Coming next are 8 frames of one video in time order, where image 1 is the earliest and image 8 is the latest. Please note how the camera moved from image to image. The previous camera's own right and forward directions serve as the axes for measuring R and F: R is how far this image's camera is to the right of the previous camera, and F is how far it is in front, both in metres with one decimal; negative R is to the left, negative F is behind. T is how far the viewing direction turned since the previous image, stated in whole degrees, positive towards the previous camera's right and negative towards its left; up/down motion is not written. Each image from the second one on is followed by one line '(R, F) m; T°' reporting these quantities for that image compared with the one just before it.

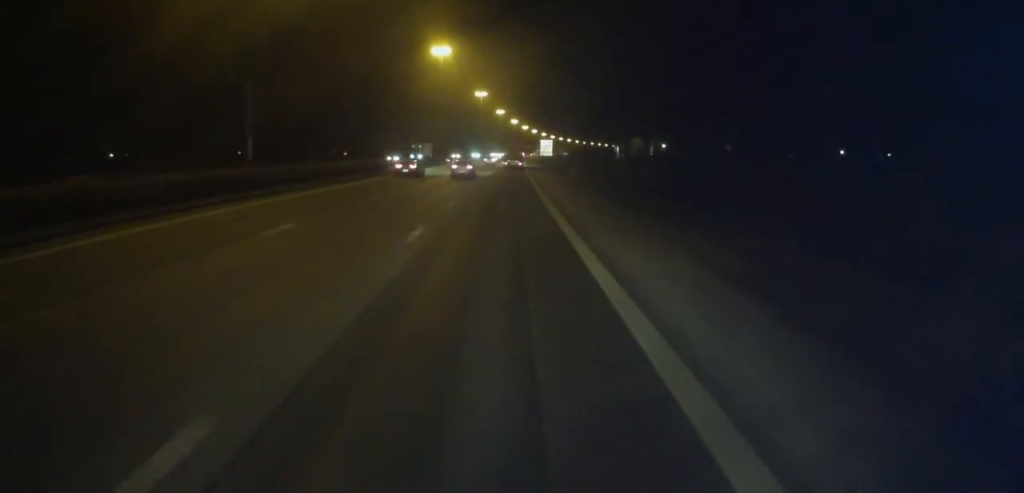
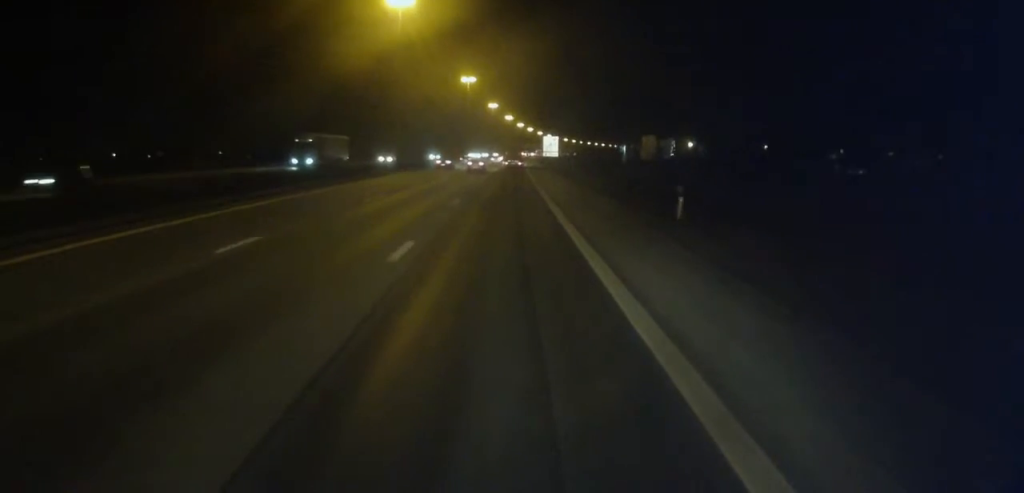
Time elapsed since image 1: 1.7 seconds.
(+0.1, +40.1) m; 0°
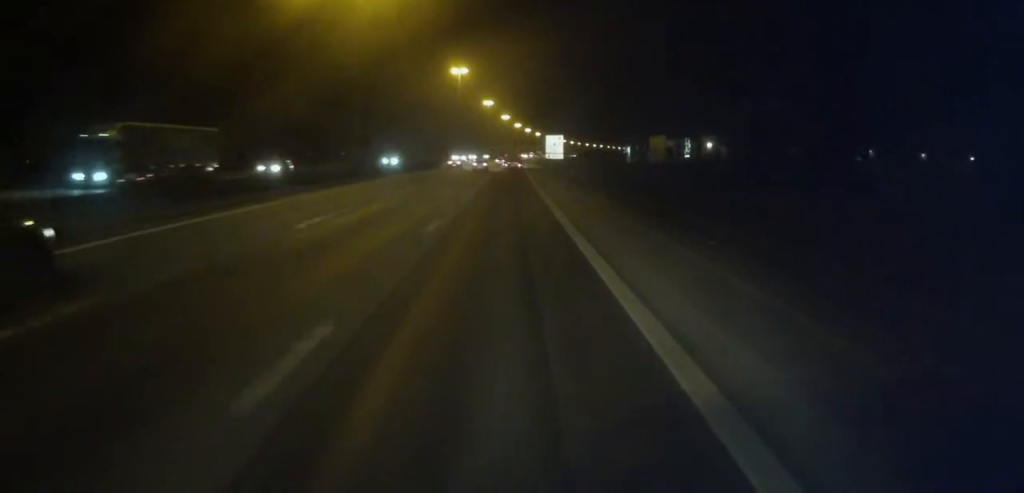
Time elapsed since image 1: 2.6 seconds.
(-0.1, +20.4) m; +1°
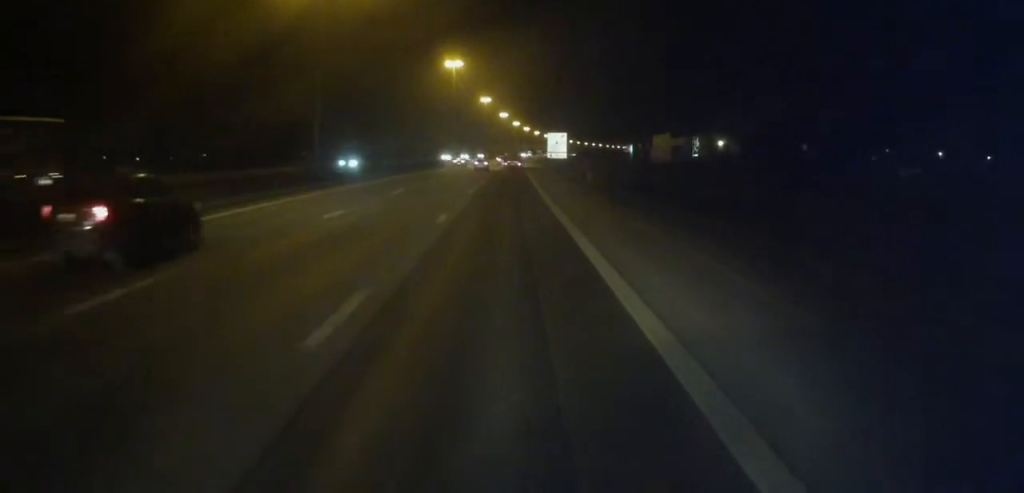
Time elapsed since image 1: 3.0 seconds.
(0.0, +10.2) m; 0°
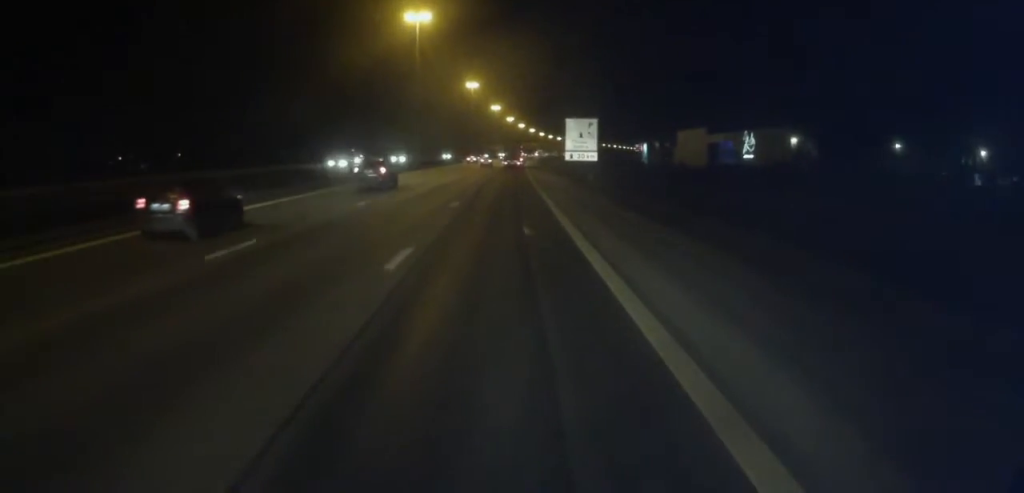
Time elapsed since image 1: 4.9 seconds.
(-0.2, +45.4) m; -1°
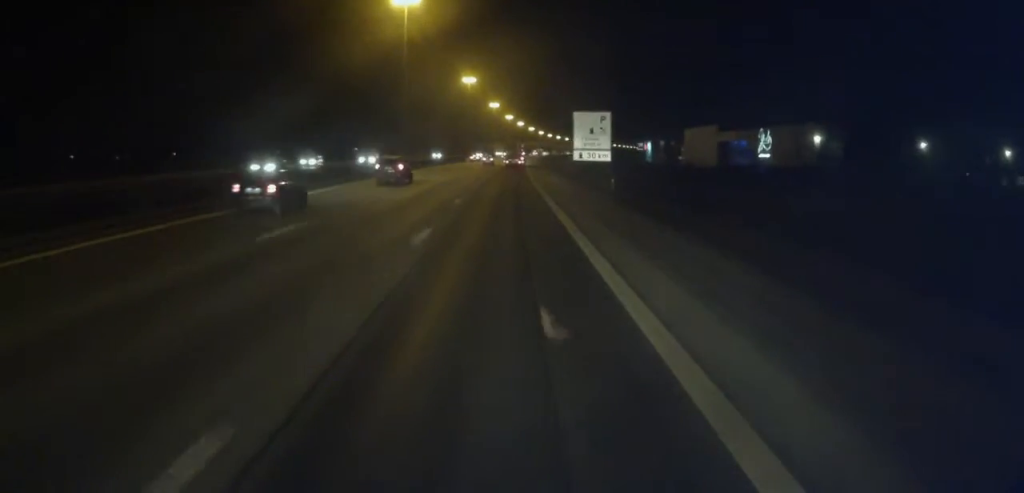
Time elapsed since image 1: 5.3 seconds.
(0.0, +9.4) m; +1°
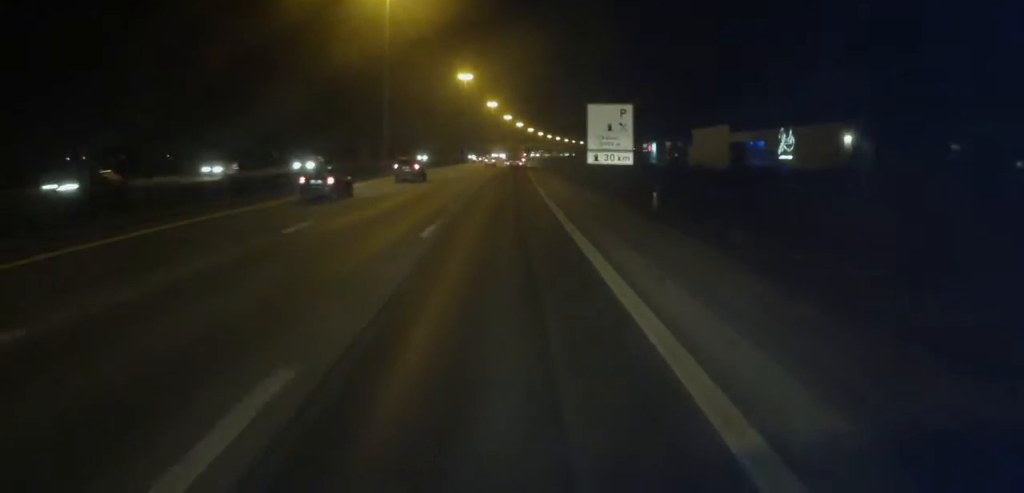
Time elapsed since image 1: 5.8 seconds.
(-0.1, +11.0) m; +1°
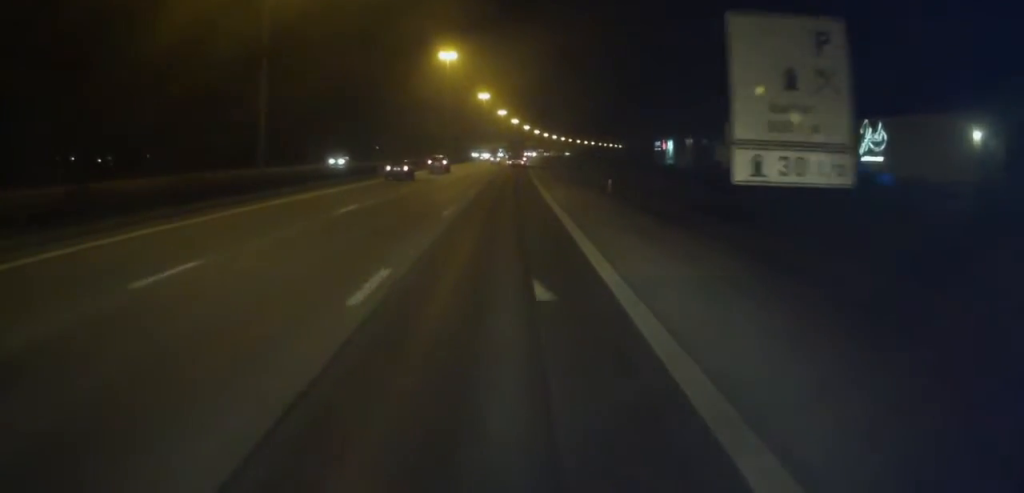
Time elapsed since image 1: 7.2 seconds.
(+0.7, +32.1) m; +1°
